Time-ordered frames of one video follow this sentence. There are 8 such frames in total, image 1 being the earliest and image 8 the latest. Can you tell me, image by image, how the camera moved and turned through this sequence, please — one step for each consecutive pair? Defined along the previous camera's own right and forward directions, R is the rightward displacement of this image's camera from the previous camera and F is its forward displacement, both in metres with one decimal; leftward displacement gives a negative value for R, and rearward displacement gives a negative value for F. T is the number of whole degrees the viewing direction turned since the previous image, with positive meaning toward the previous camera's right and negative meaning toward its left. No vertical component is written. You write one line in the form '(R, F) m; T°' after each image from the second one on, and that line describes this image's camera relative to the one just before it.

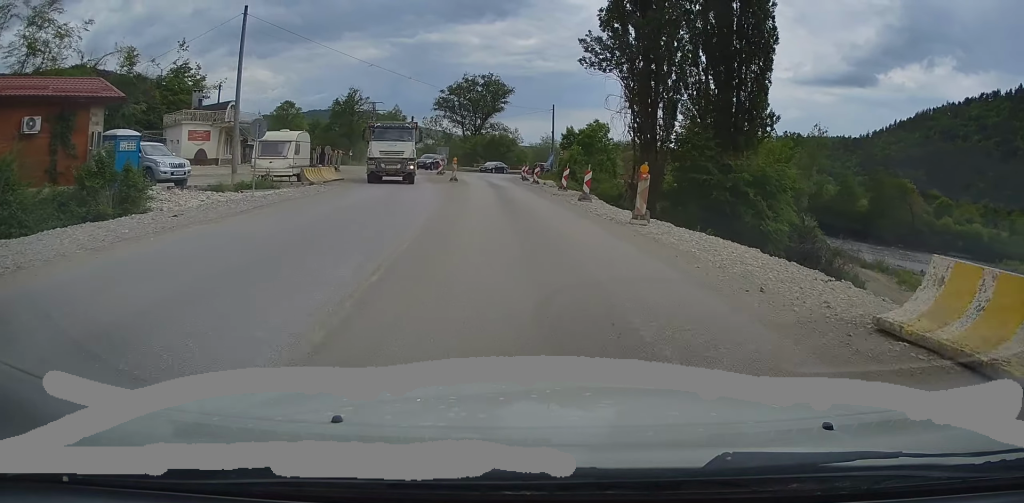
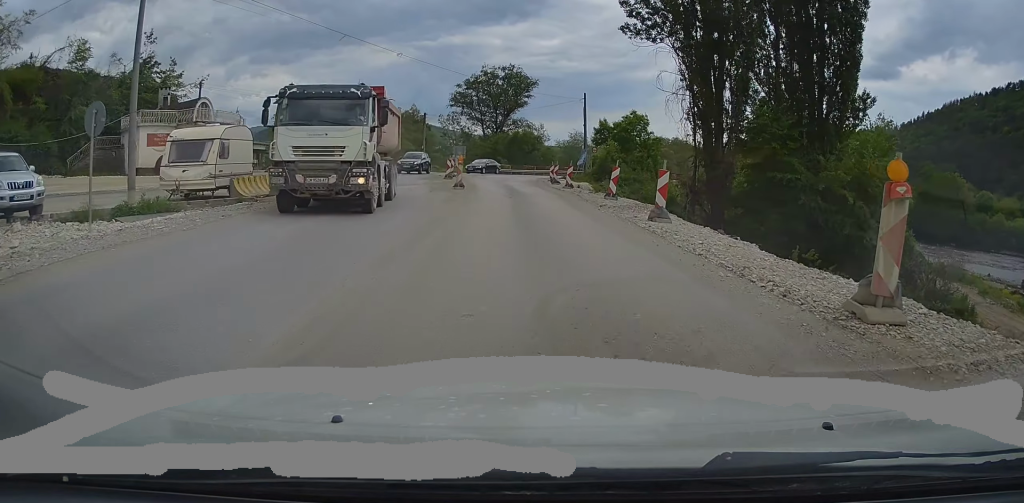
(-0.3, +10.1) m; -3°
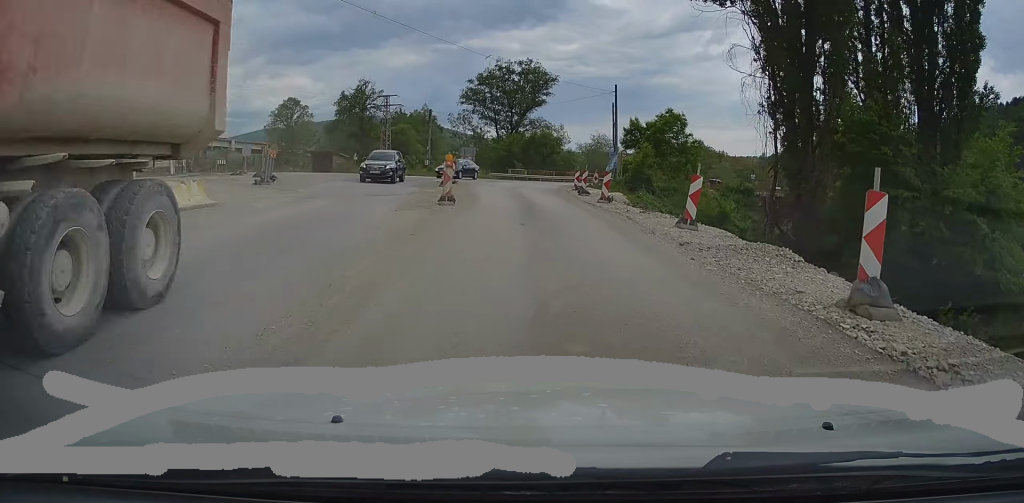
(-0.1, +9.3) m; -1°
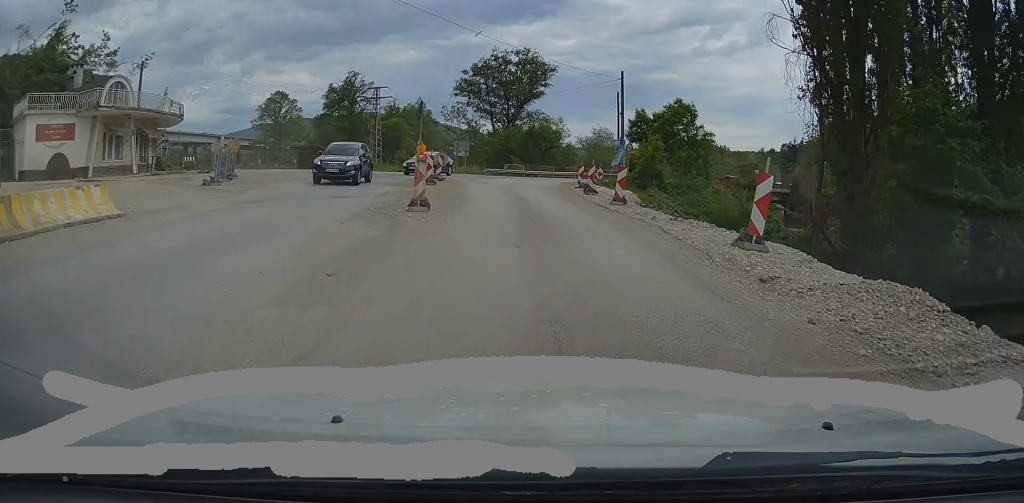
(-0.2, +4.5) m; 0°
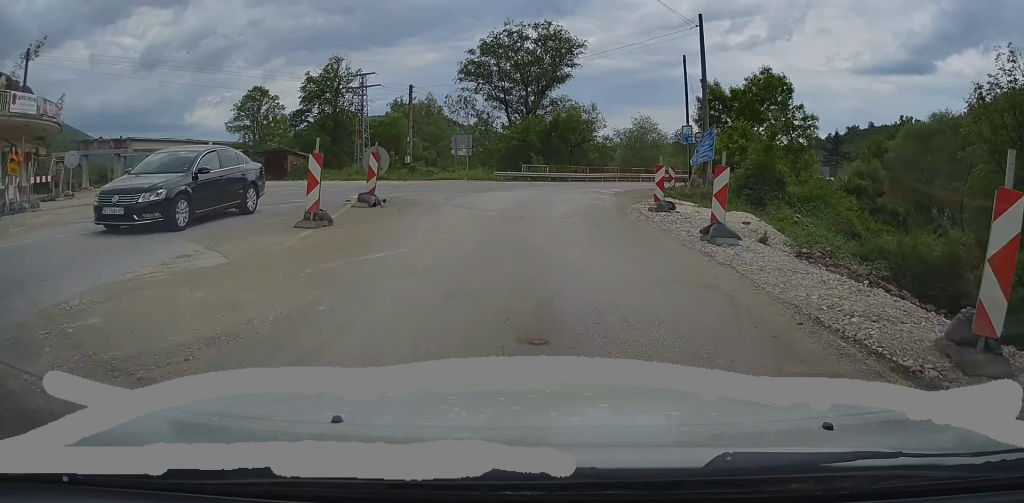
(+0.2, +16.7) m; -1°
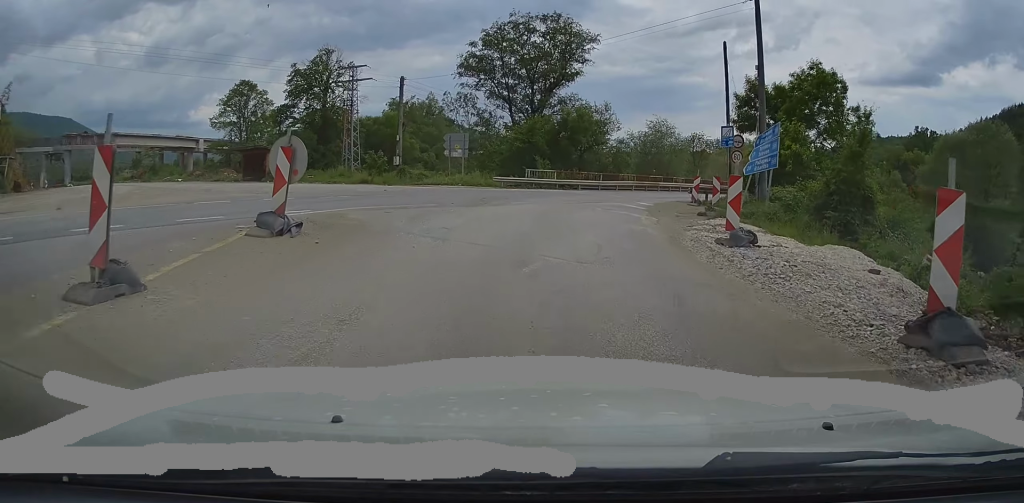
(-0.2, +6.2) m; -2°
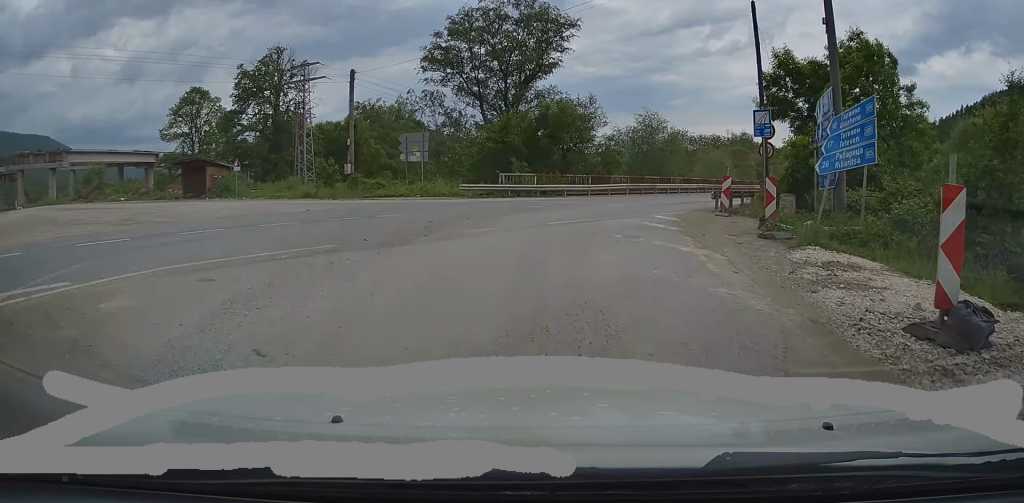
(-0.1, +7.0) m; +2°
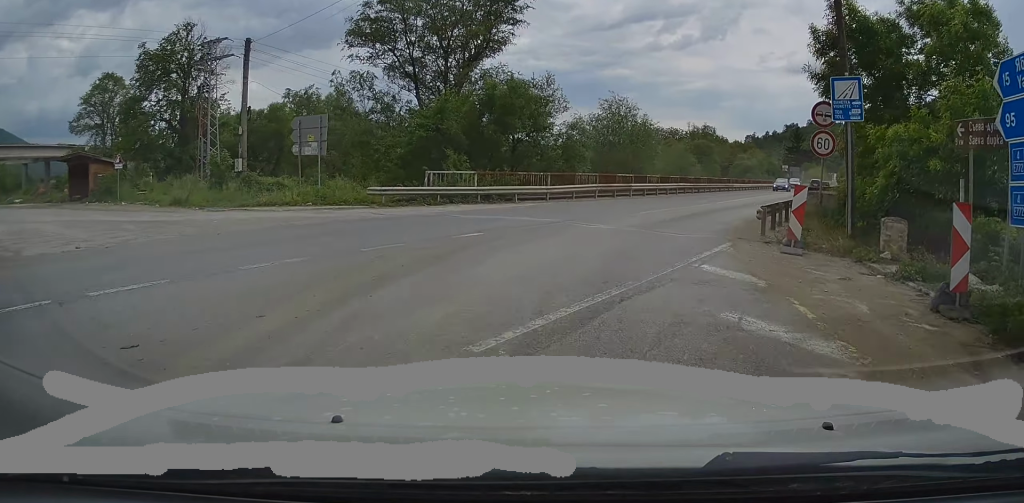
(+0.3, +9.0) m; +6°
